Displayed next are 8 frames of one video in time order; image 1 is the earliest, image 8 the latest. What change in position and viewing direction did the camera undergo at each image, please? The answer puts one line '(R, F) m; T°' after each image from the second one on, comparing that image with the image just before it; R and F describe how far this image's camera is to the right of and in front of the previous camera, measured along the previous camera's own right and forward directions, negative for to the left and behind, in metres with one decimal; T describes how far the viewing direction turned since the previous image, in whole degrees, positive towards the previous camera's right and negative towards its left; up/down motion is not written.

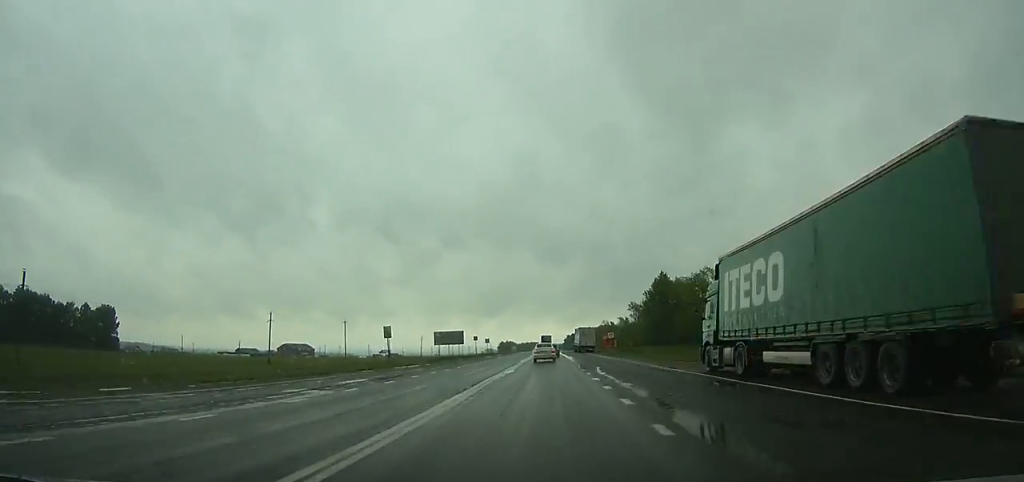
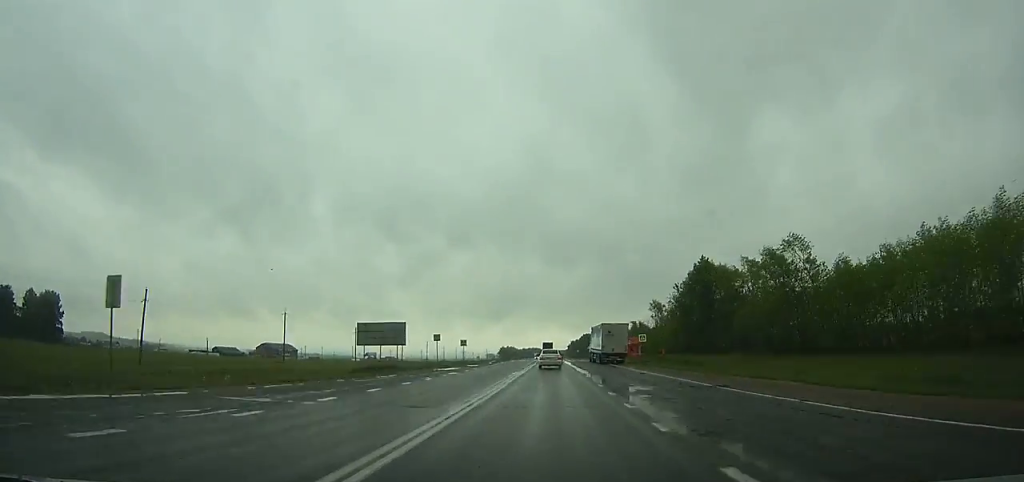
(-0.2, +35.3) m; 0°
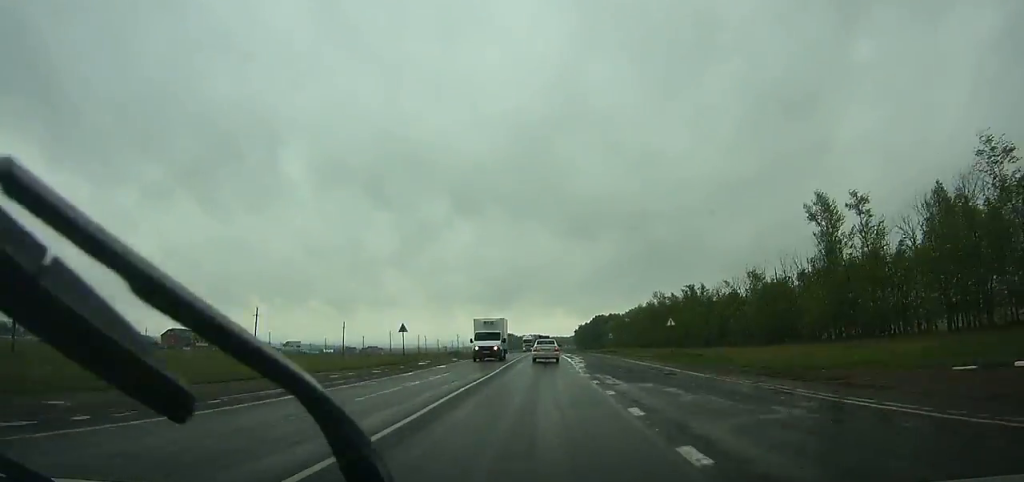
(0.0, +103.3) m; 0°
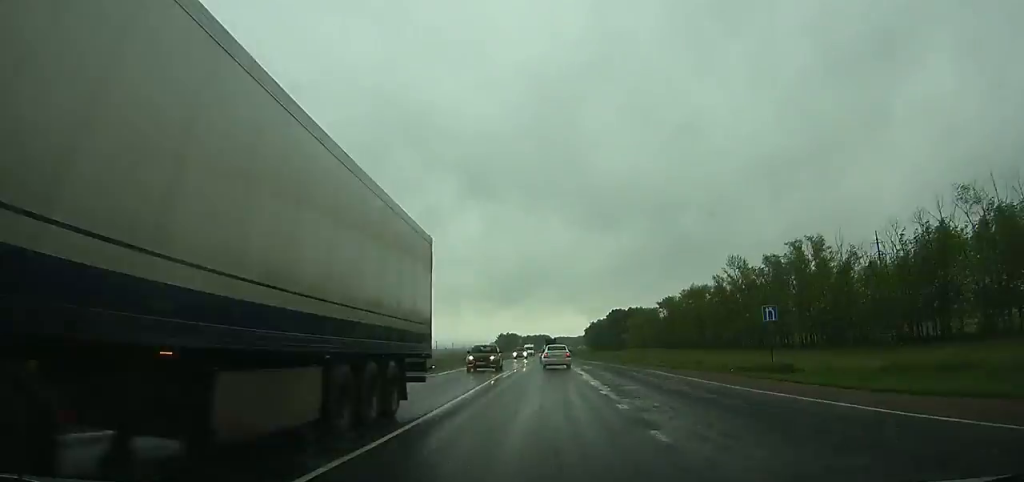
(-0.6, +67.4) m; -1°
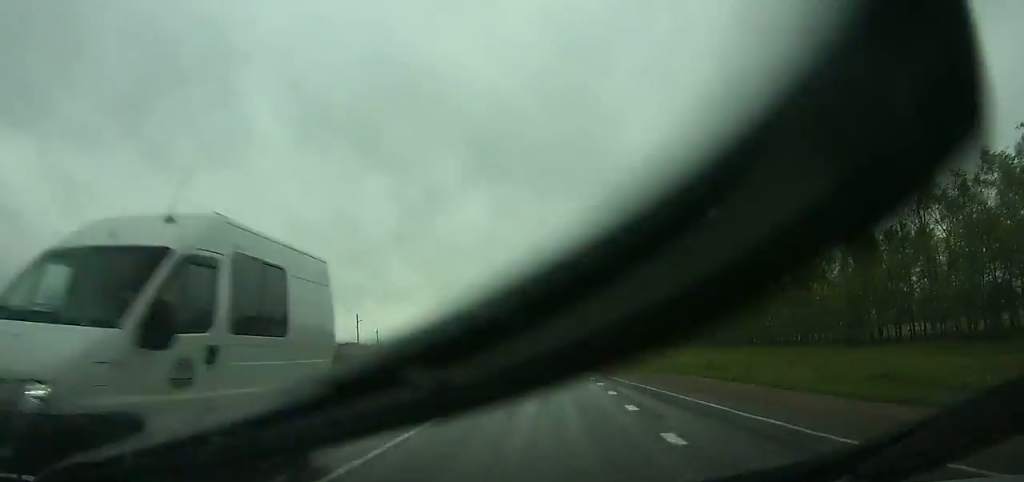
(-0.2, +52.9) m; 0°
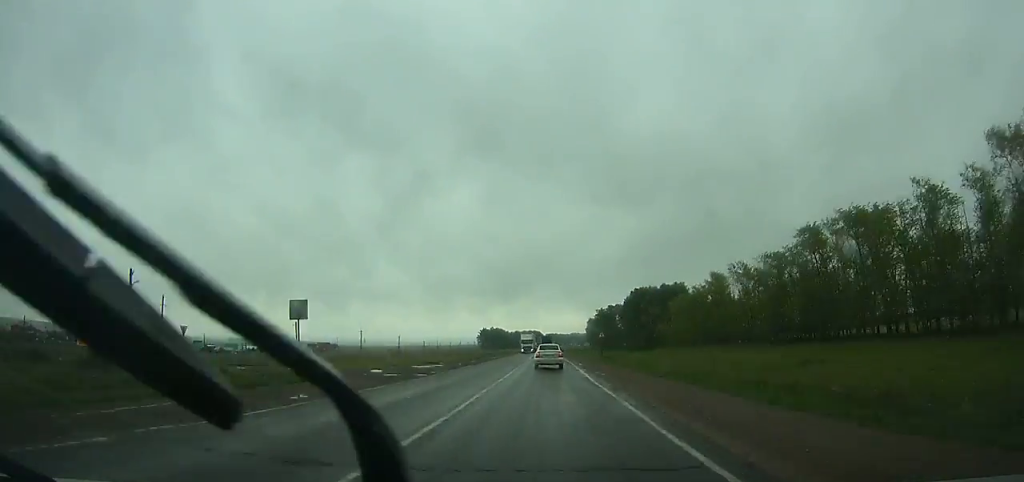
(+0.1, +51.5) m; 0°
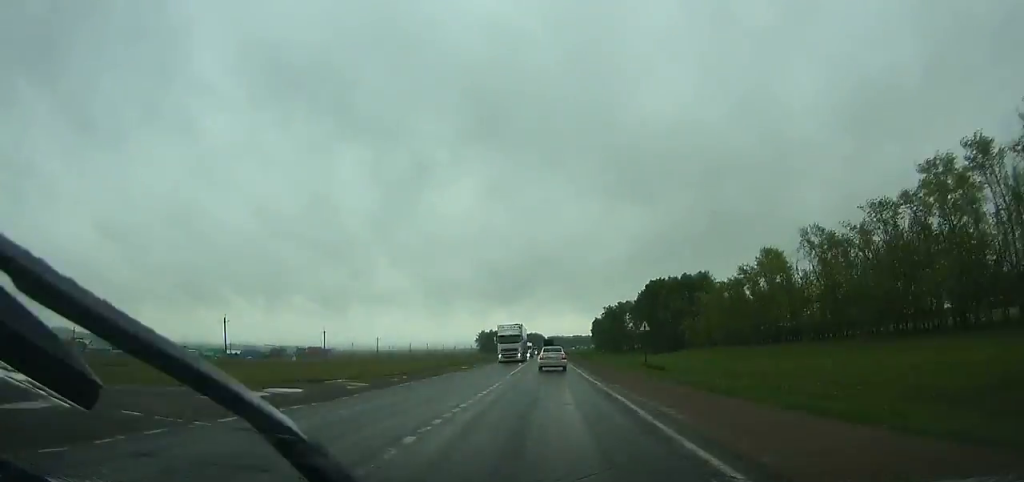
(+0.2, +31.5) m; 0°
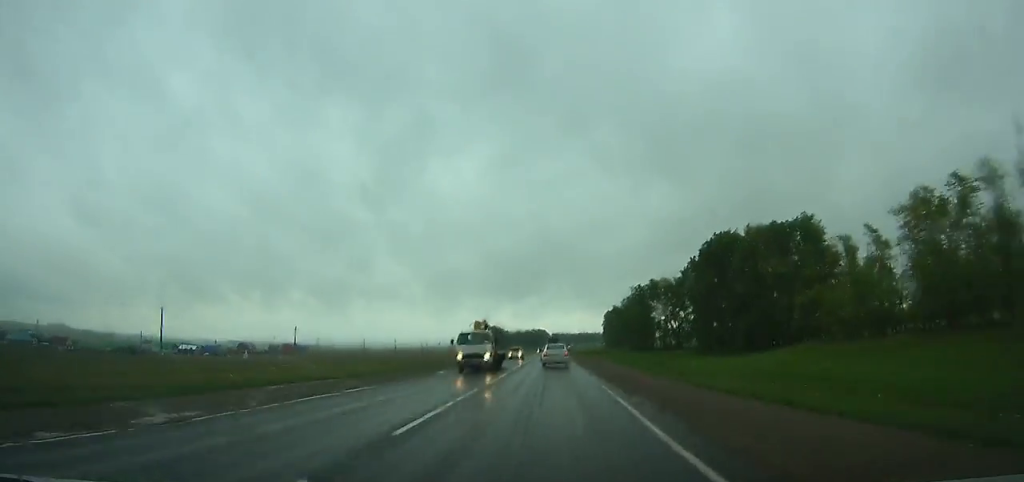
(+0.2, +67.2) m; 0°
